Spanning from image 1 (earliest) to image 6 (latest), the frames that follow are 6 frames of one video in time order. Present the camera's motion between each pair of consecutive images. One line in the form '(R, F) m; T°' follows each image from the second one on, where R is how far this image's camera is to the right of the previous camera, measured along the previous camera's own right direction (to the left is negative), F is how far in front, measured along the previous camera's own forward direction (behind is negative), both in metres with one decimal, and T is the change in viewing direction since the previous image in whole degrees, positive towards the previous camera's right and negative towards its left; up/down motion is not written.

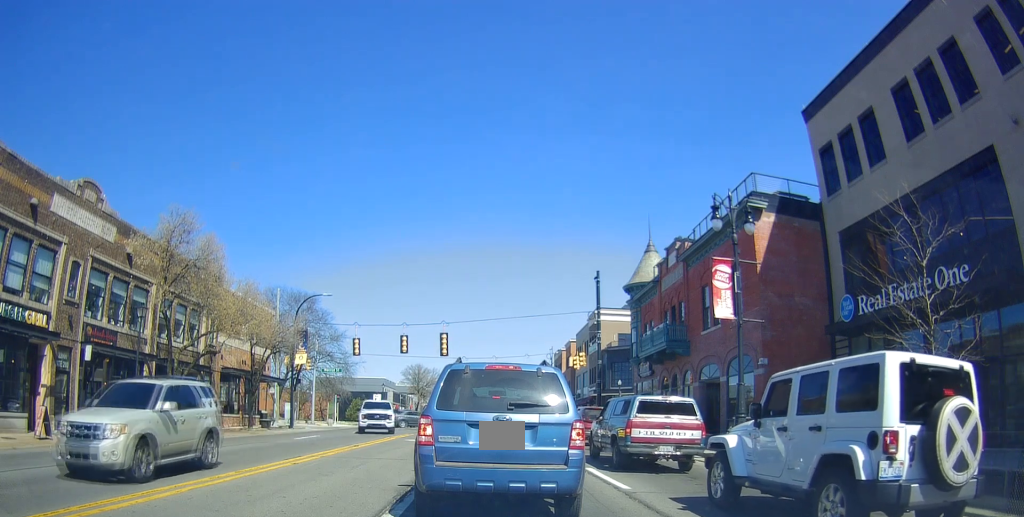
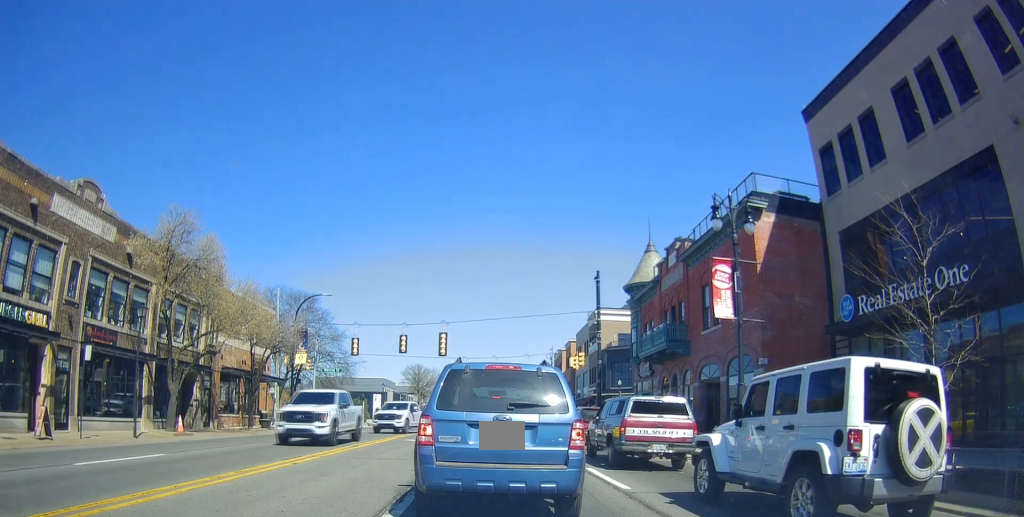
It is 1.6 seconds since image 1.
(0.0, 0.0) m; 0°
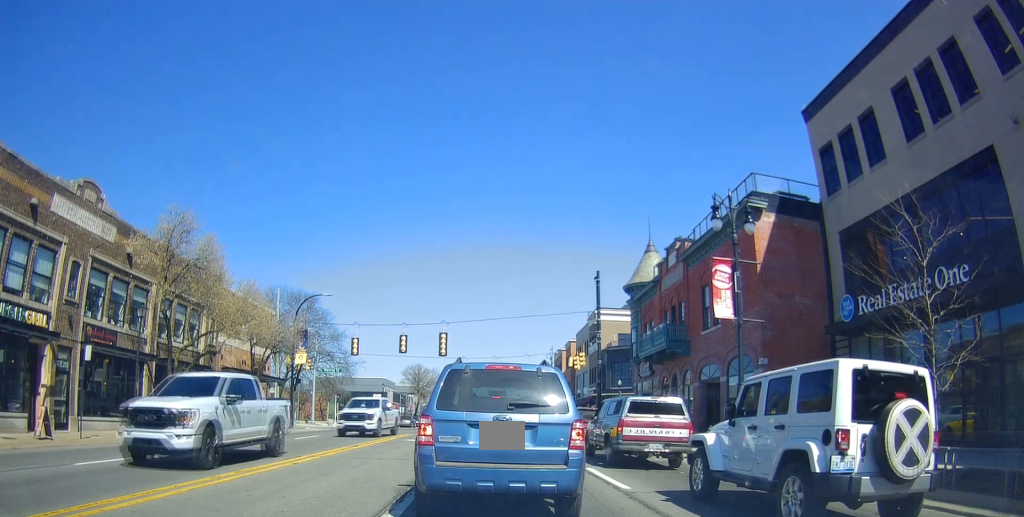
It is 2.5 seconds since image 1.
(-0.1, +0.2) m; 0°
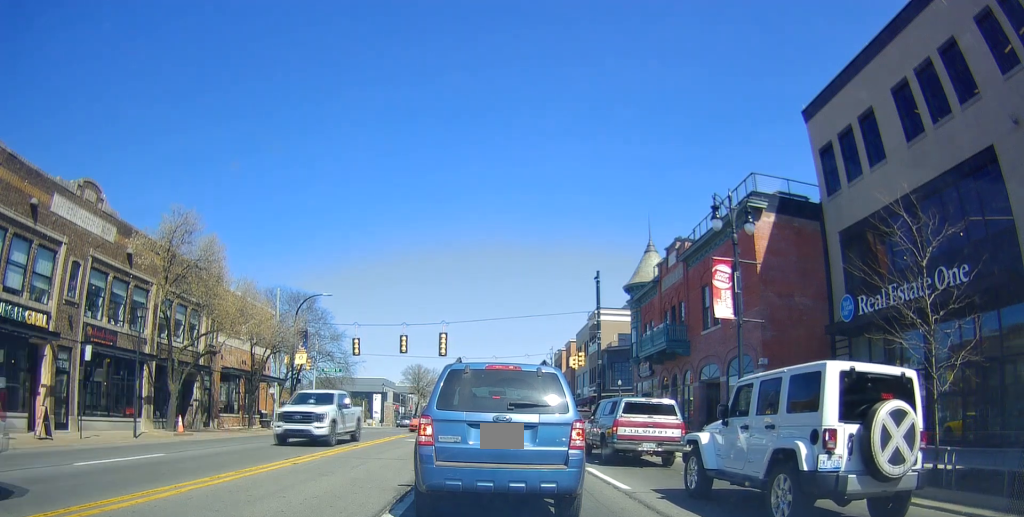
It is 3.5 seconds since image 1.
(+0.1, +0.3) m; 0°
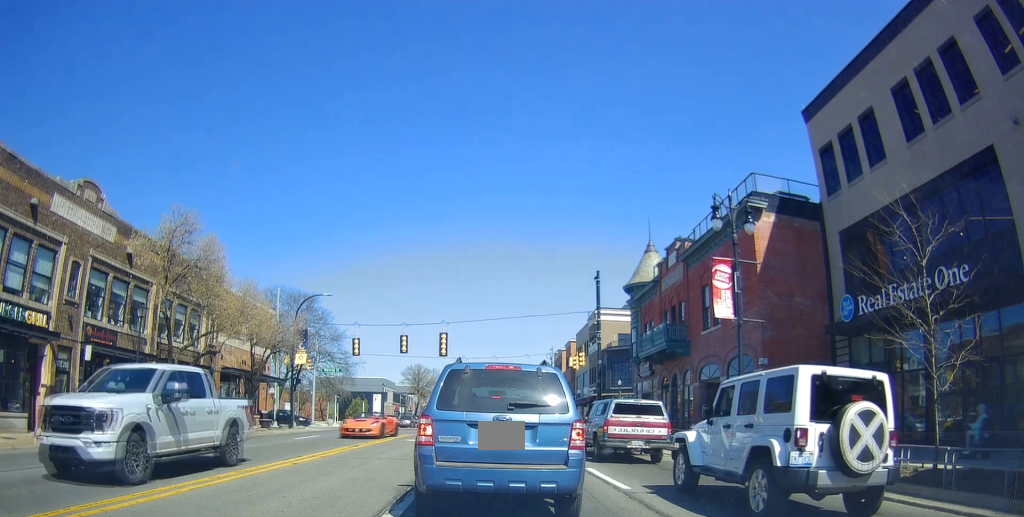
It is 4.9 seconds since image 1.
(0.0, 0.0) m; 0°
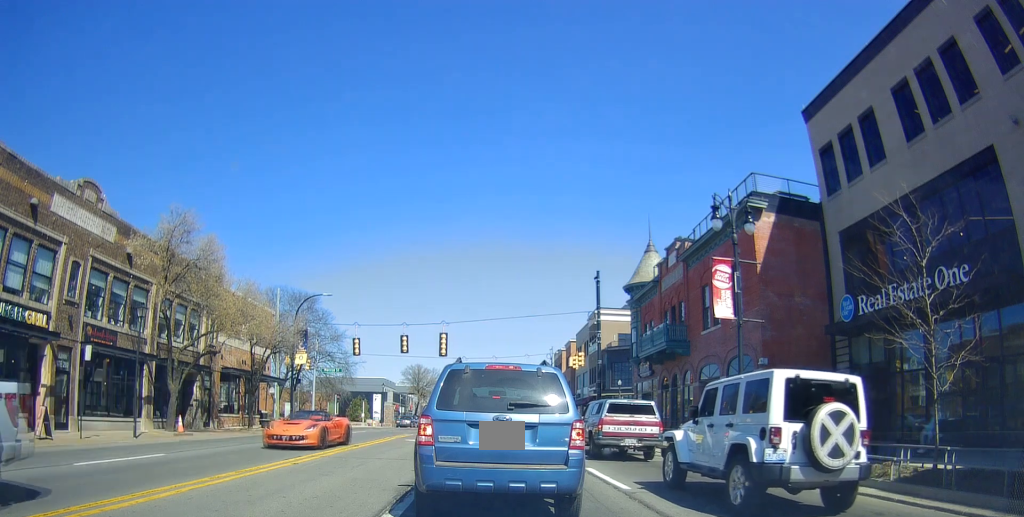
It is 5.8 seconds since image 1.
(0.0, 0.0) m; 0°
